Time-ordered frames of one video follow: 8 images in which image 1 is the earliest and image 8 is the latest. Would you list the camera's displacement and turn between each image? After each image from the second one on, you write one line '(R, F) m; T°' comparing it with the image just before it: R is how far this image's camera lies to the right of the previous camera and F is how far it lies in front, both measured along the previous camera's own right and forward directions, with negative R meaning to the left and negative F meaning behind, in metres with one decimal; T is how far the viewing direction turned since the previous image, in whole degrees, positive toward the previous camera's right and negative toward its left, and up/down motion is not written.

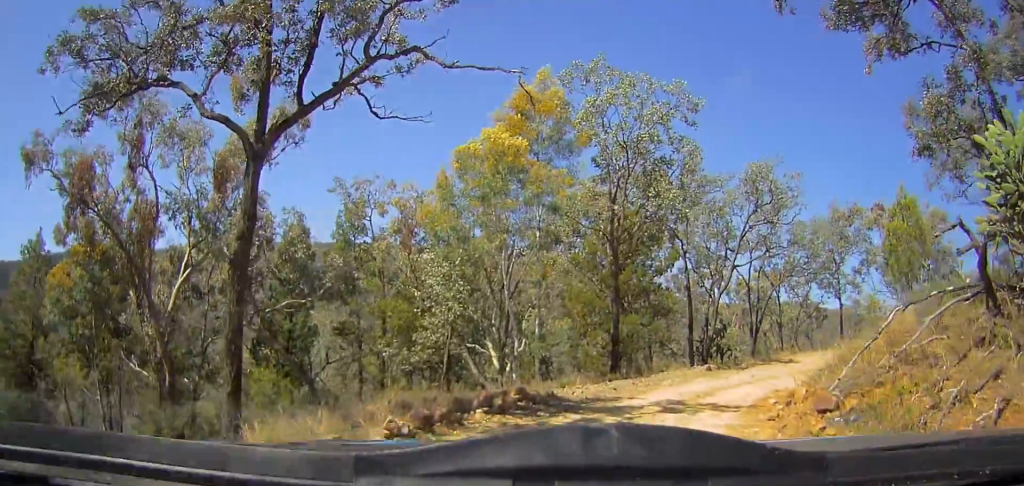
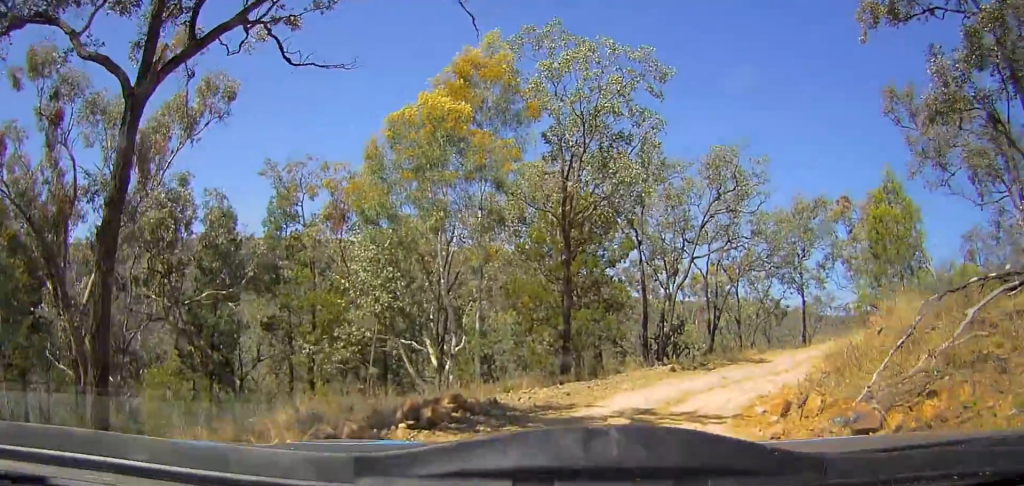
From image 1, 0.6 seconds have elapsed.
(+0.1, +1.7) m; +3°
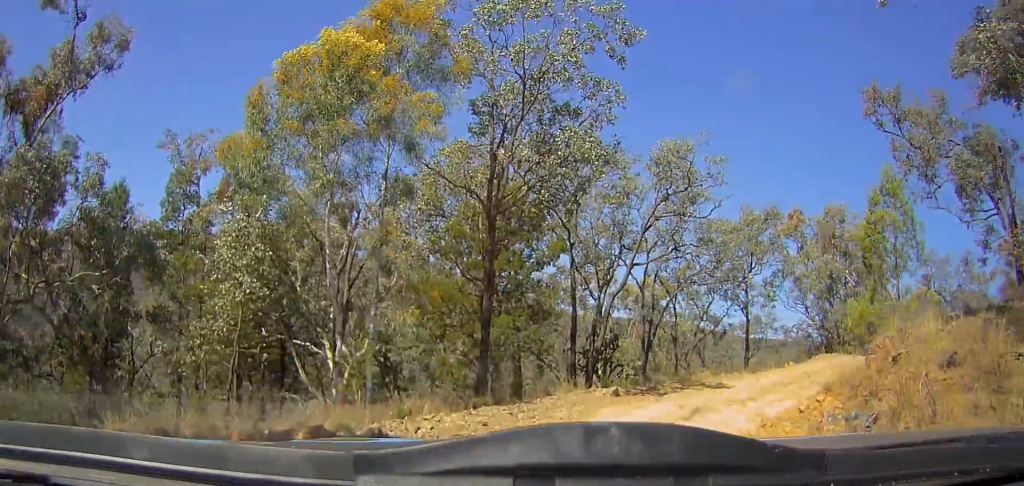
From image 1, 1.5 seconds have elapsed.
(+0.1, +3.7) m; +2°
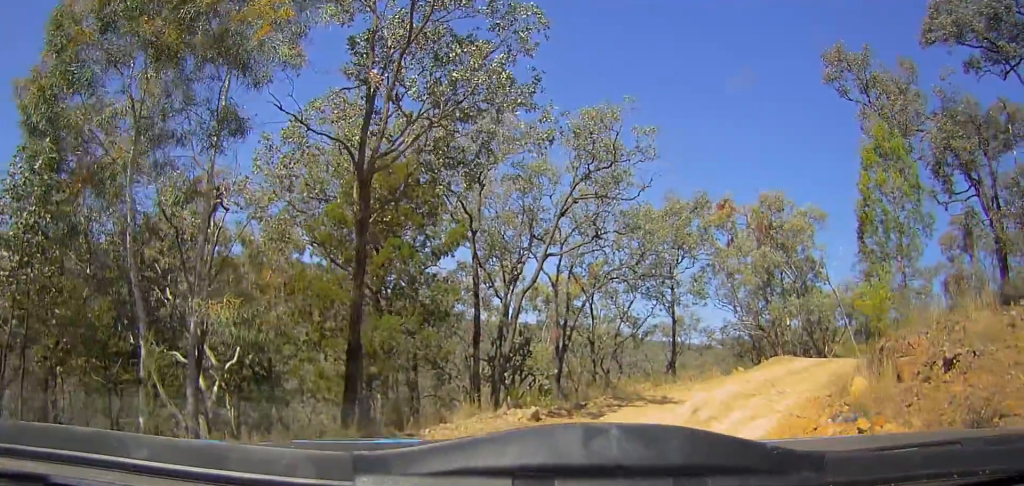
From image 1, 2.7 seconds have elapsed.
(+0.1, +4.6) m; +6°
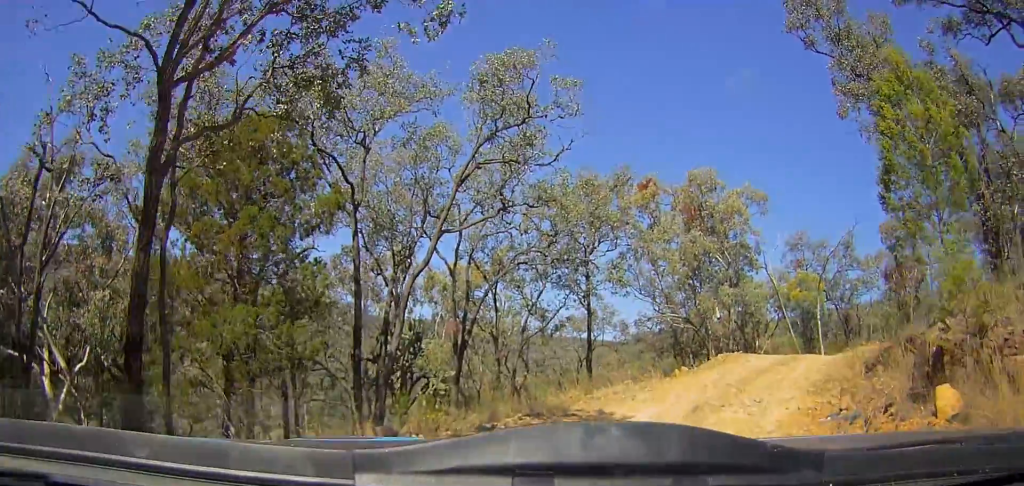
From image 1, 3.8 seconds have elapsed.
(+0.4, +4.4) m; +7°
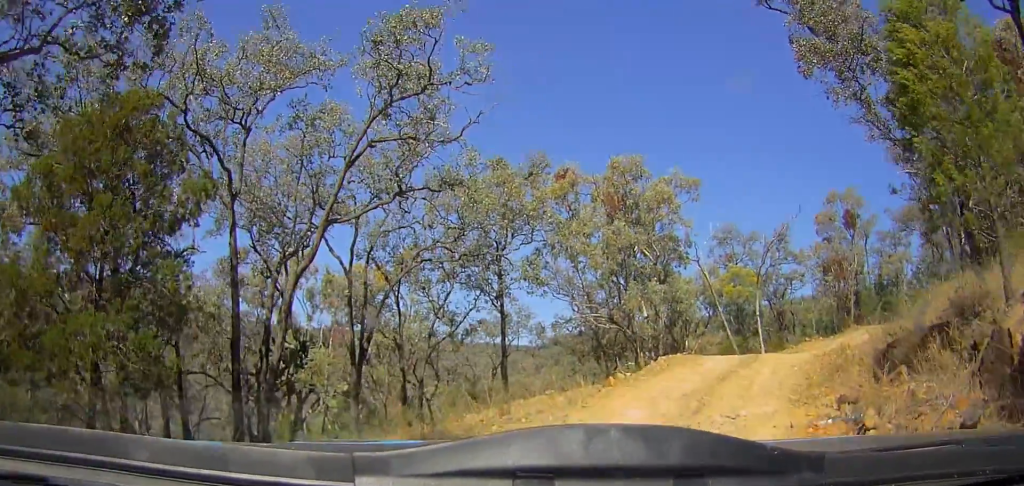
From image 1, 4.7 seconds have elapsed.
(0.0, +3.1) m; +8°
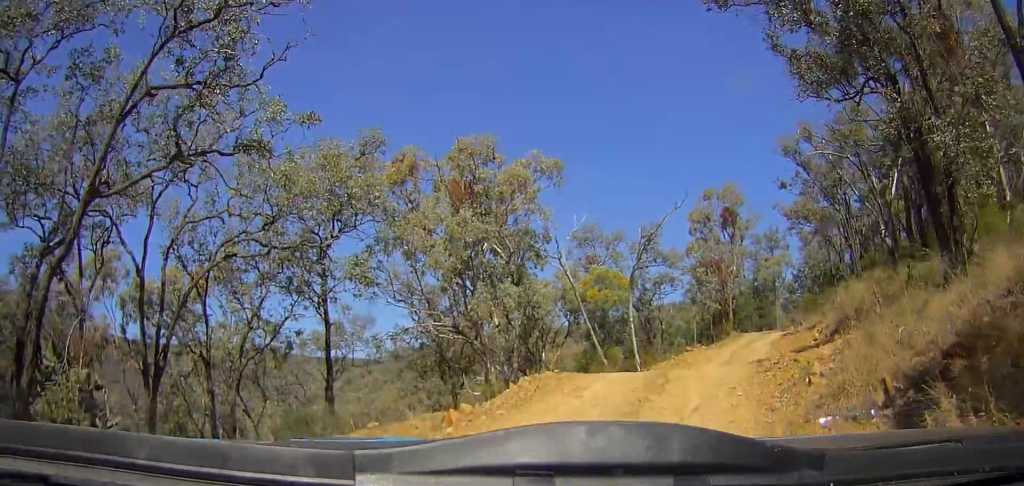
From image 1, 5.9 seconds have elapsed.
(+0.7, +4.5) m; +12°
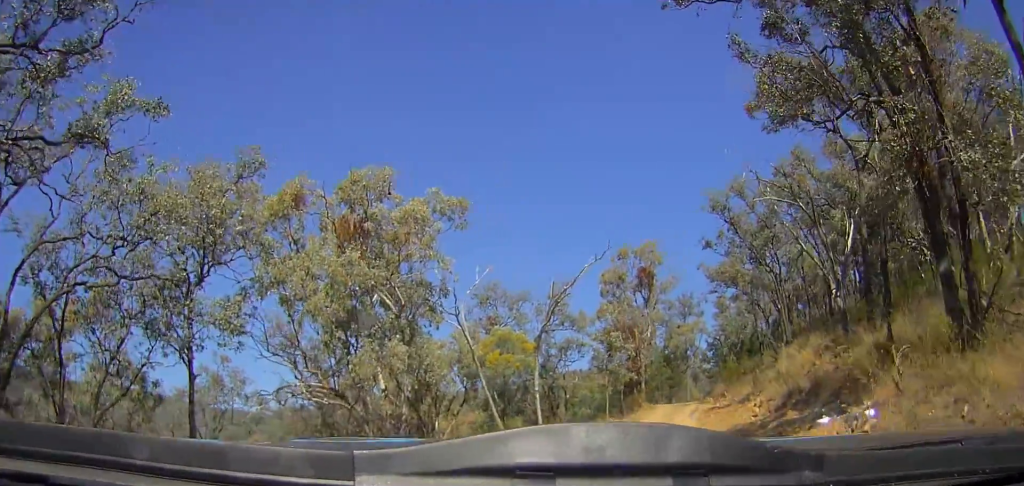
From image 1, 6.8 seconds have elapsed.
(+0.1, +3.4) m; +3°
